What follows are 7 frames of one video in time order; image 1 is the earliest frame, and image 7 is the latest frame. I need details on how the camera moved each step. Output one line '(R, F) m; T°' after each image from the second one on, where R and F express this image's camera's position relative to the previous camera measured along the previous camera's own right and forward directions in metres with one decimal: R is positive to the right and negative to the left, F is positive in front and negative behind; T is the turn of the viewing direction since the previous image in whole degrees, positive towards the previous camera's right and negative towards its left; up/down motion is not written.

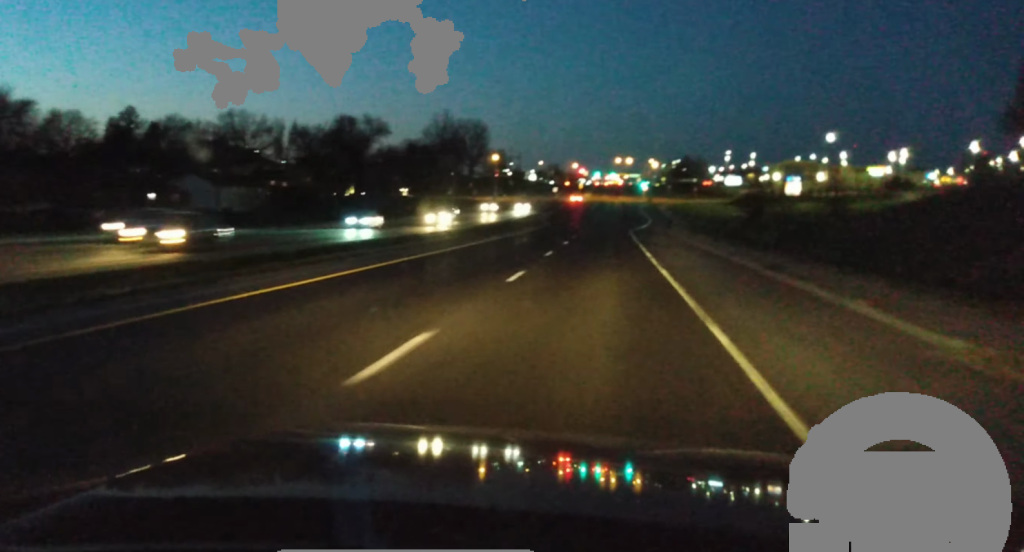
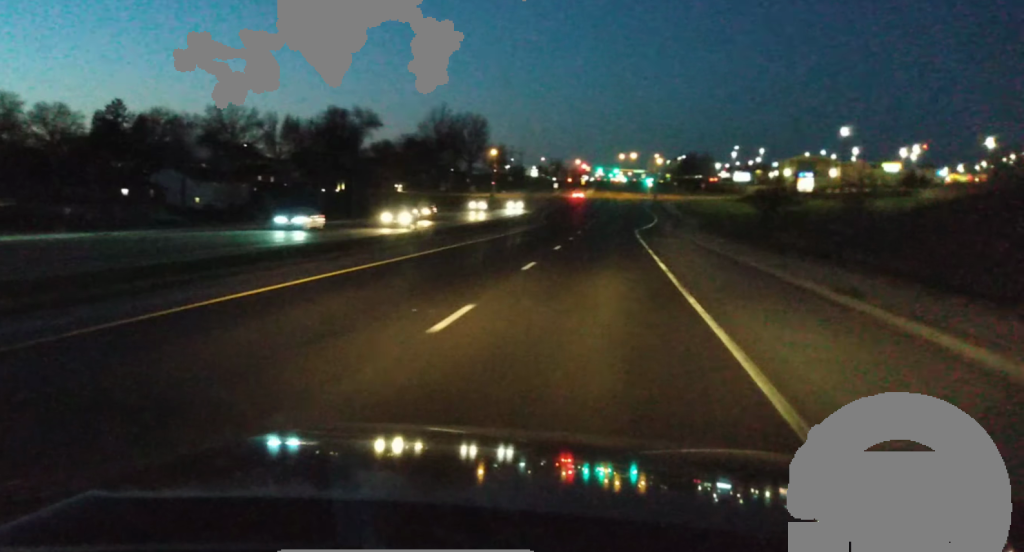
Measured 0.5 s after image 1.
(+0.2, +8.9) m; 0°
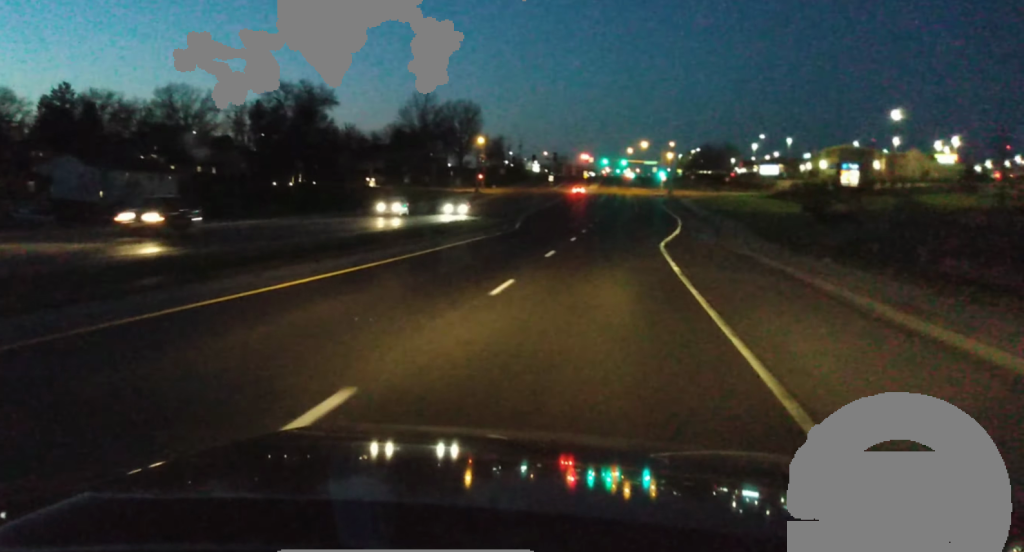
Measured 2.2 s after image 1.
(+0.3, +32.1) m; 0°
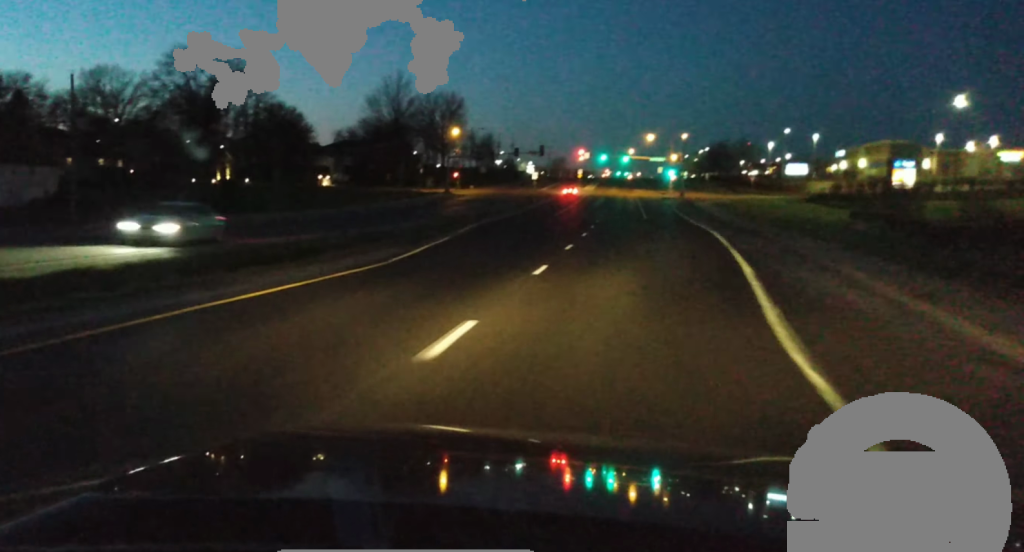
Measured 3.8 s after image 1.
(-0.2, +31.0) m; -1°
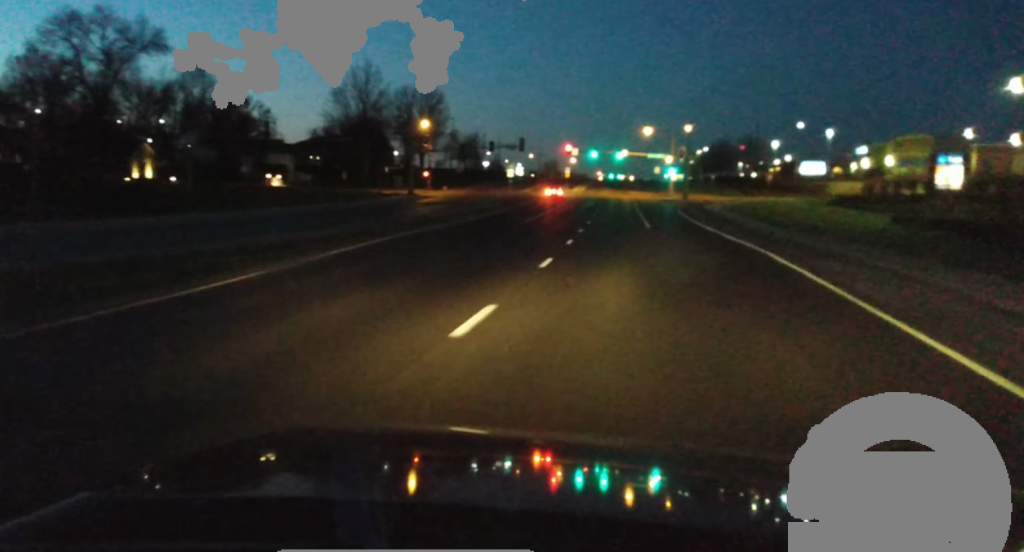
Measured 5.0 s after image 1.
(-0.1, +23.2) m; 0°
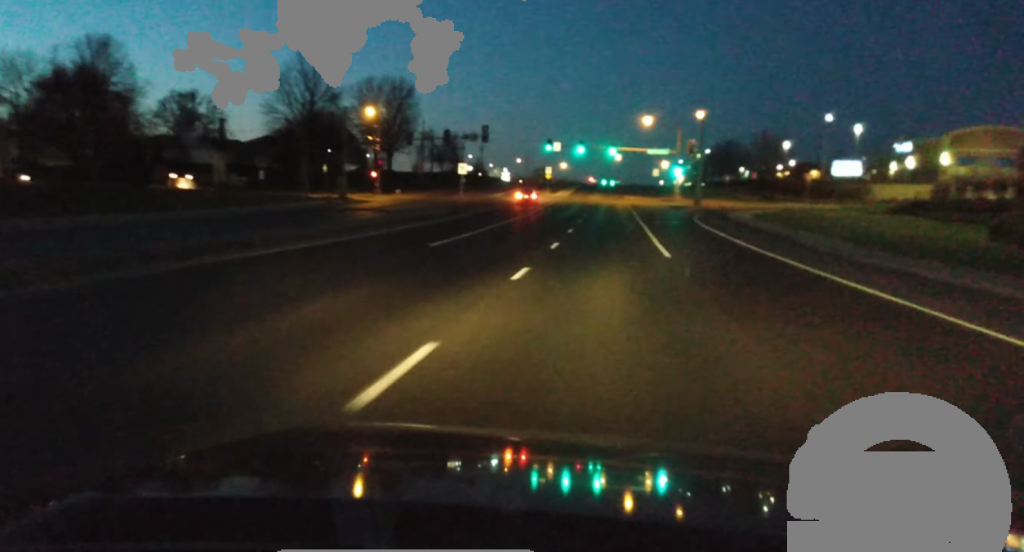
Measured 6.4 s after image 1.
(+0.3, +28.0) m; +1°
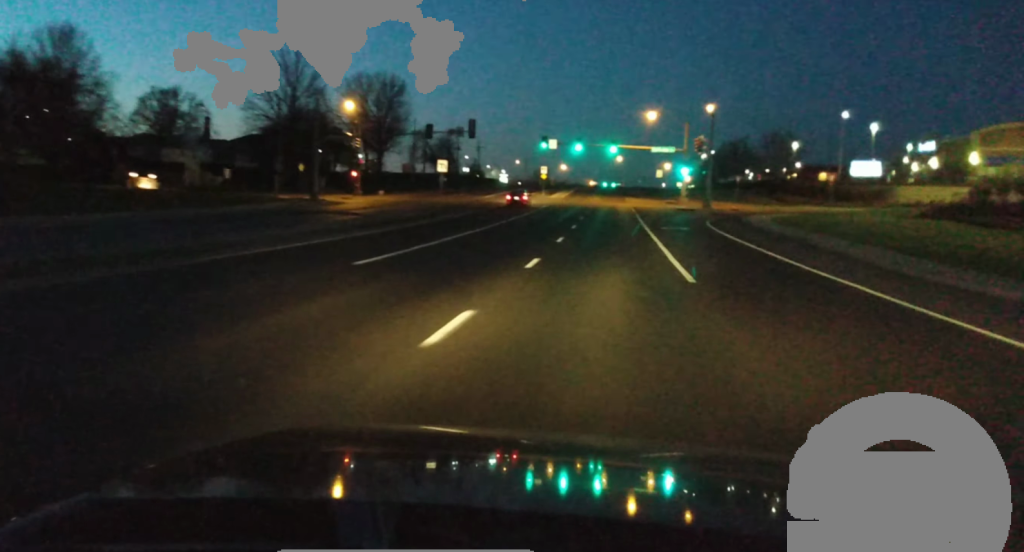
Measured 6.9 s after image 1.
(+0.1, +9.1) m; 0°
